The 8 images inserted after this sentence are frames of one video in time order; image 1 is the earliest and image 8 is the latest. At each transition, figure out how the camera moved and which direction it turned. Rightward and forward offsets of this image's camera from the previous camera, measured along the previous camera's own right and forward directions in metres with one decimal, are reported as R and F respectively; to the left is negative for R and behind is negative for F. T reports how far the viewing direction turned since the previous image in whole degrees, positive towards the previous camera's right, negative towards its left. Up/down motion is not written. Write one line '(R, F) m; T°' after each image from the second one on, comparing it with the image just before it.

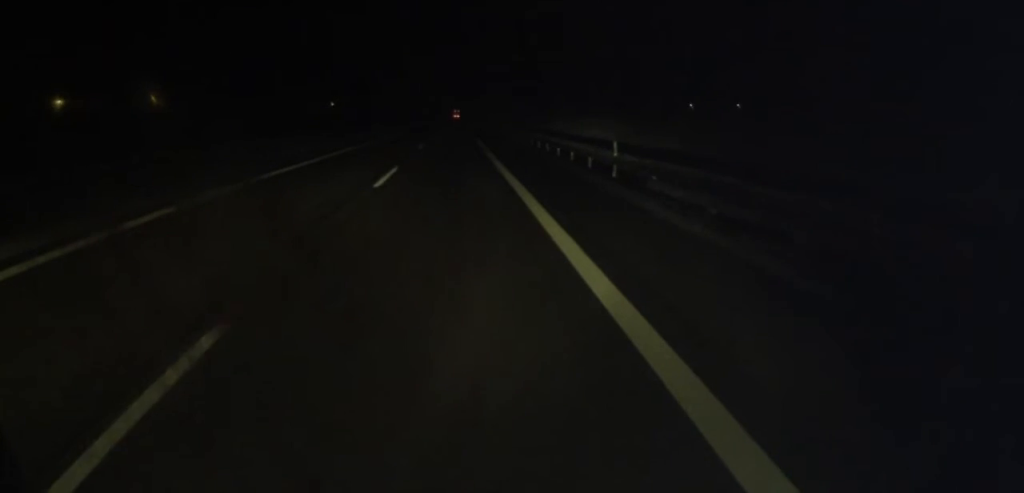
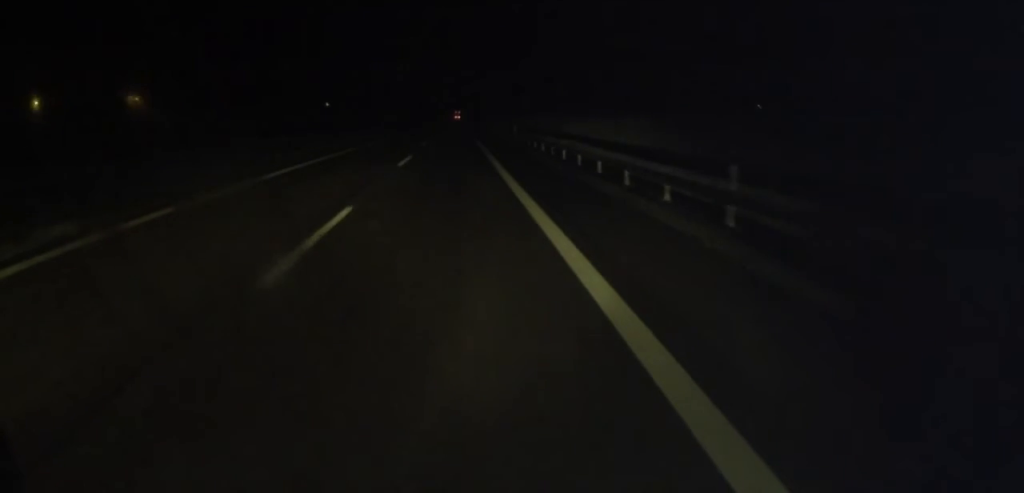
(-0.1, +10.2) m; 0°
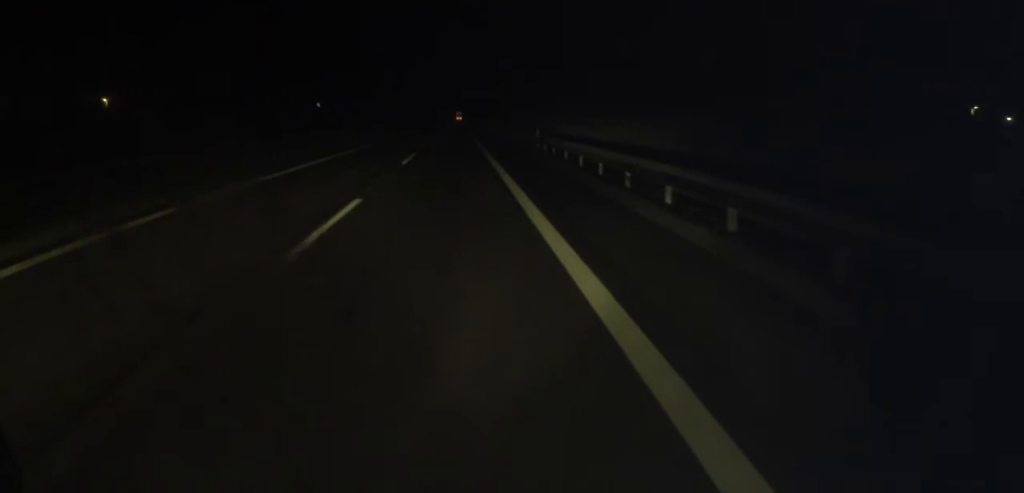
(+0.3, +16.4) m; 0°
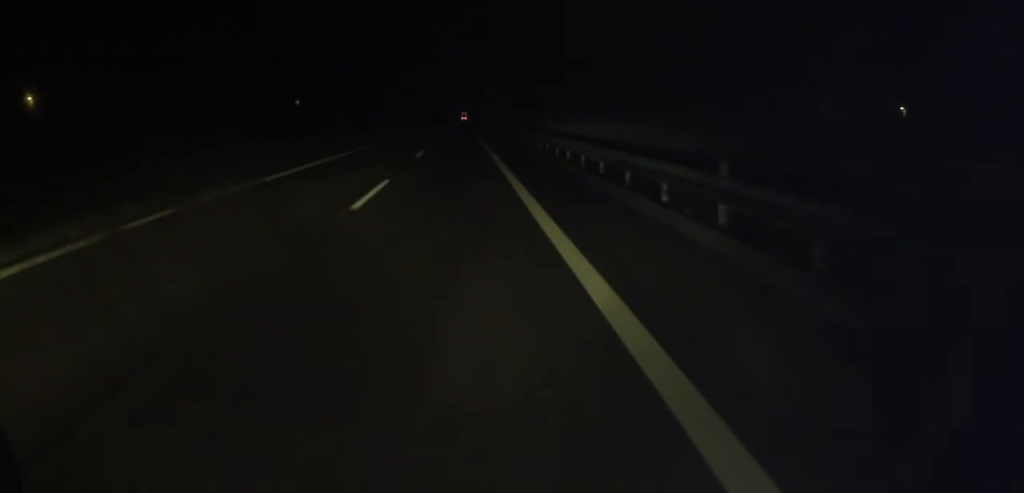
(-0.2, +31.3) m; 0°
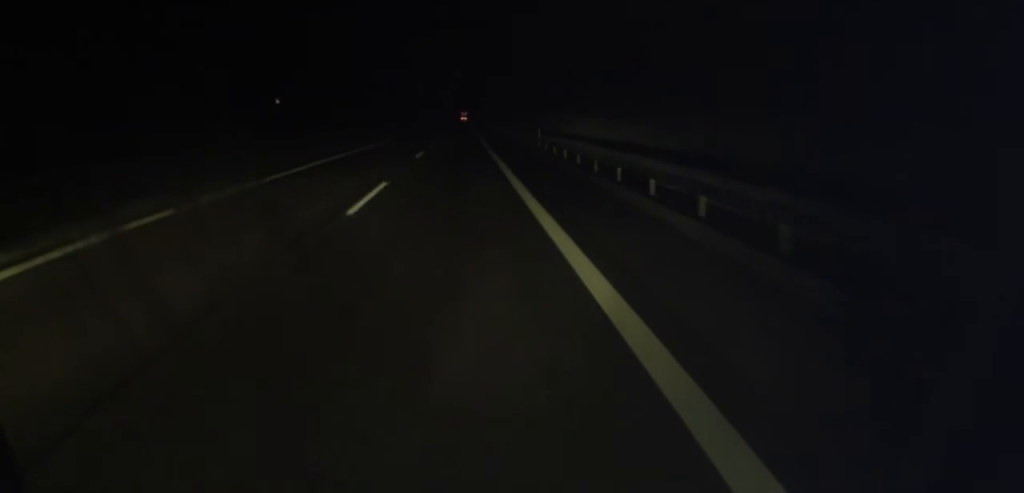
(+0.3, +18.8) m; 0°
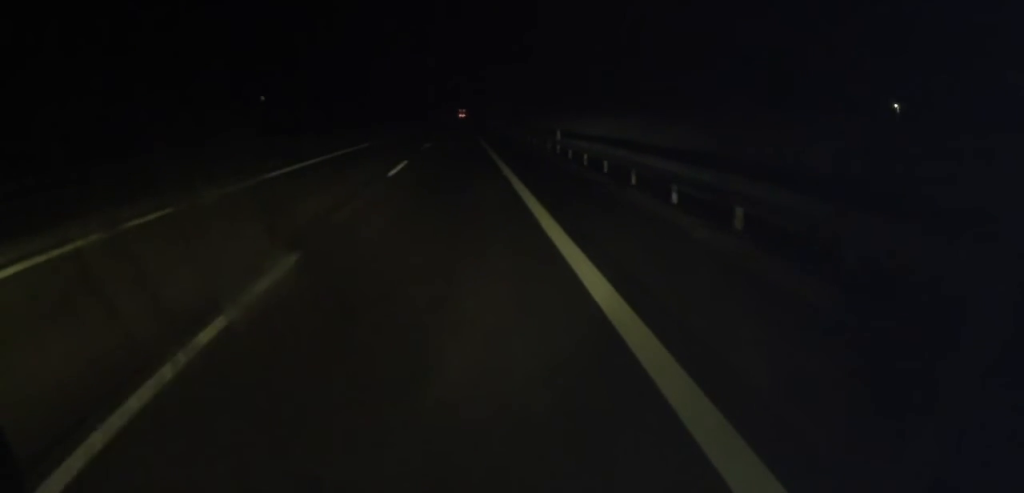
(0.0, +10.2) m; 0°
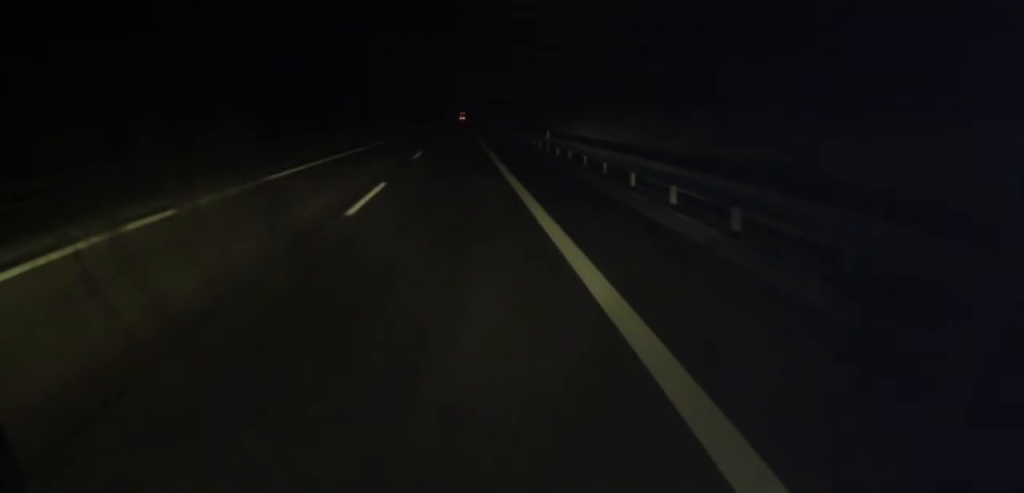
(+0.1, +43.8) m; 0°
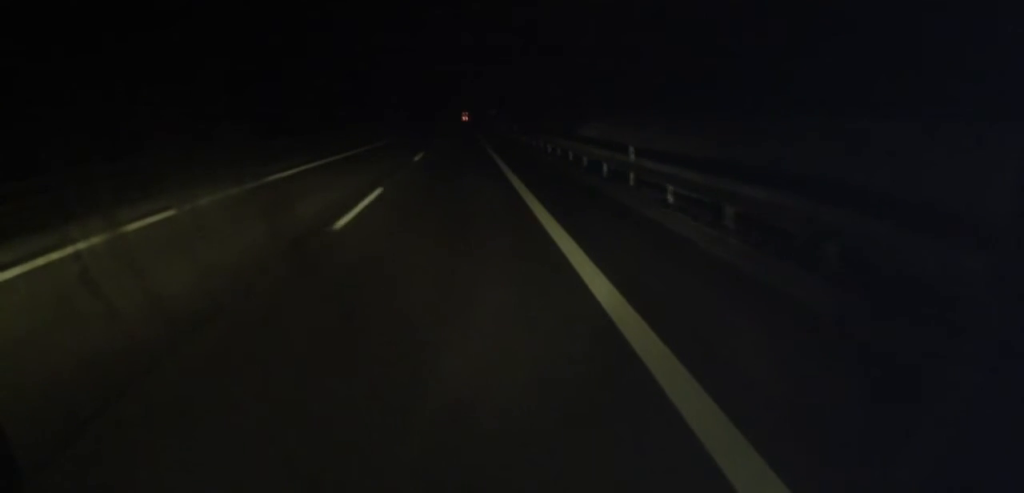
(-0.3, +19.7) m; -1°
